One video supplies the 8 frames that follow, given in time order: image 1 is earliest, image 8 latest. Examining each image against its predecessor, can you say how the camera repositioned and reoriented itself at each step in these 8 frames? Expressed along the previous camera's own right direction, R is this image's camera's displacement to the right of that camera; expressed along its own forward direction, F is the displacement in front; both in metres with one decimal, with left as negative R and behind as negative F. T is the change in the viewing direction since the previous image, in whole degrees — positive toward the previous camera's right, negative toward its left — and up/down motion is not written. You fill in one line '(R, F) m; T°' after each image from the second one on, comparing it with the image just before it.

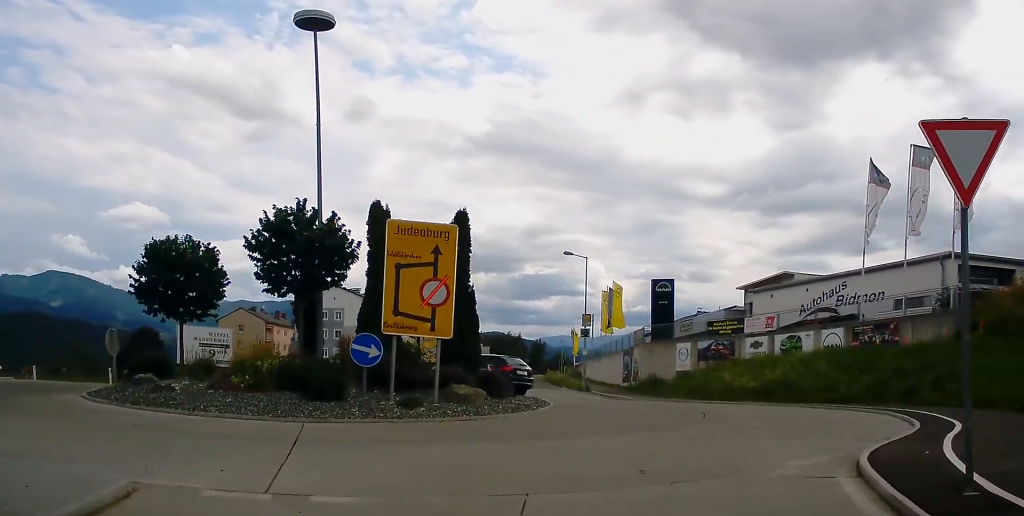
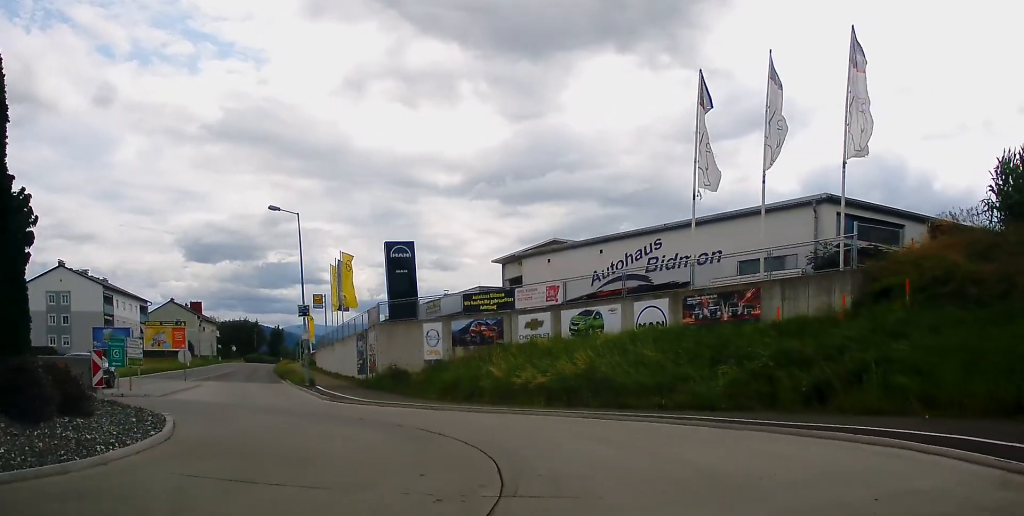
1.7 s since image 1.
(+1.3, +11.5) m; +7°
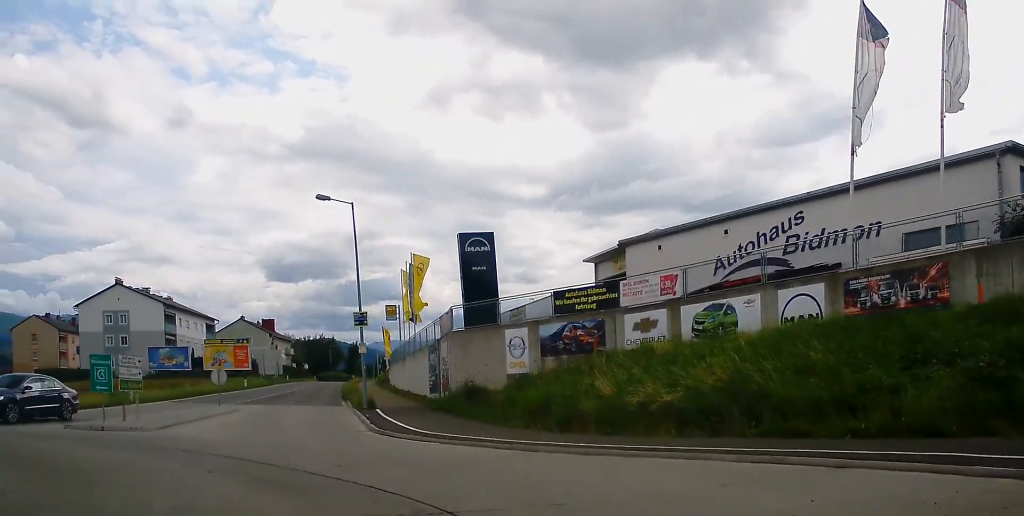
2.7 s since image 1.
(-0.1, +6.7) m; -7°
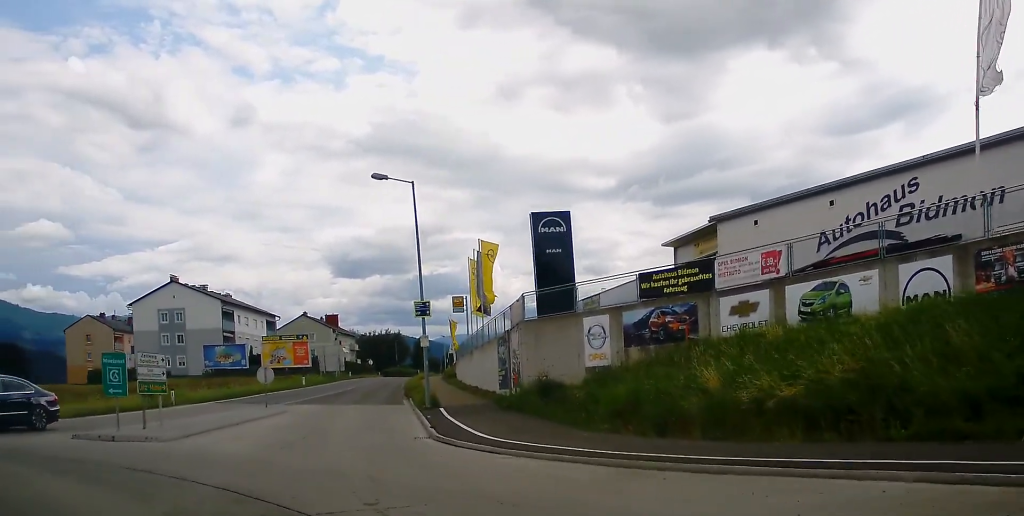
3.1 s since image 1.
(-0.2, +3.1) m; -5°
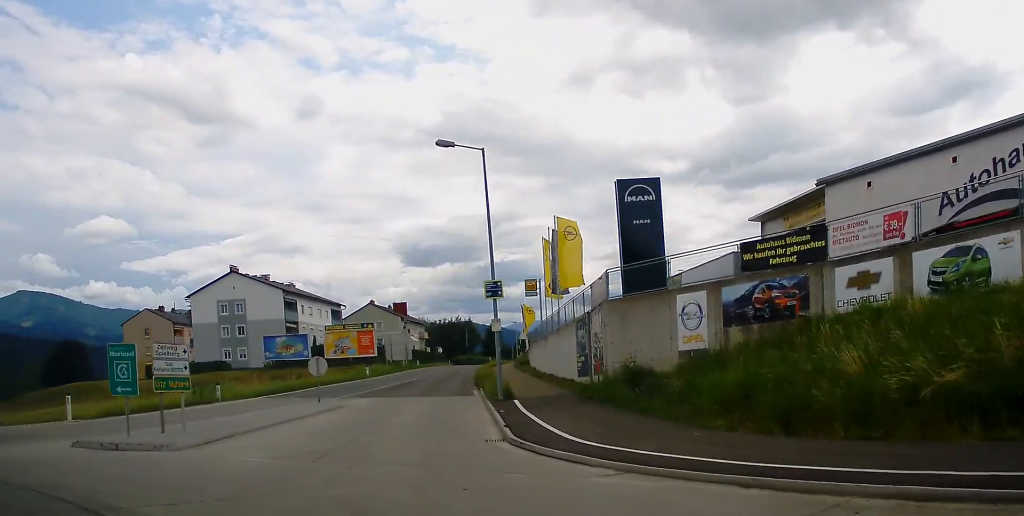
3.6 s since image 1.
(0.0, +3.1) m; -5°
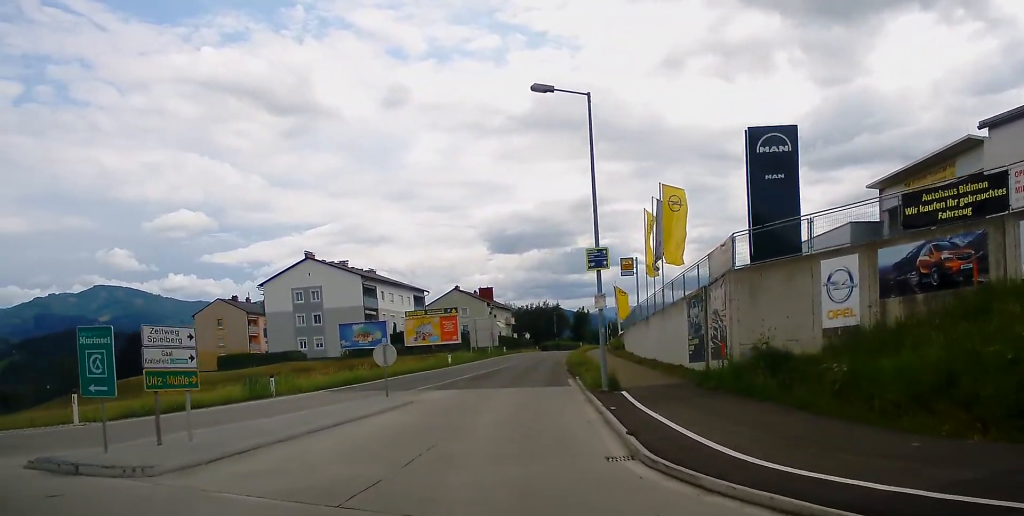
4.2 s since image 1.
(-0.3, +4.7) m; -3°
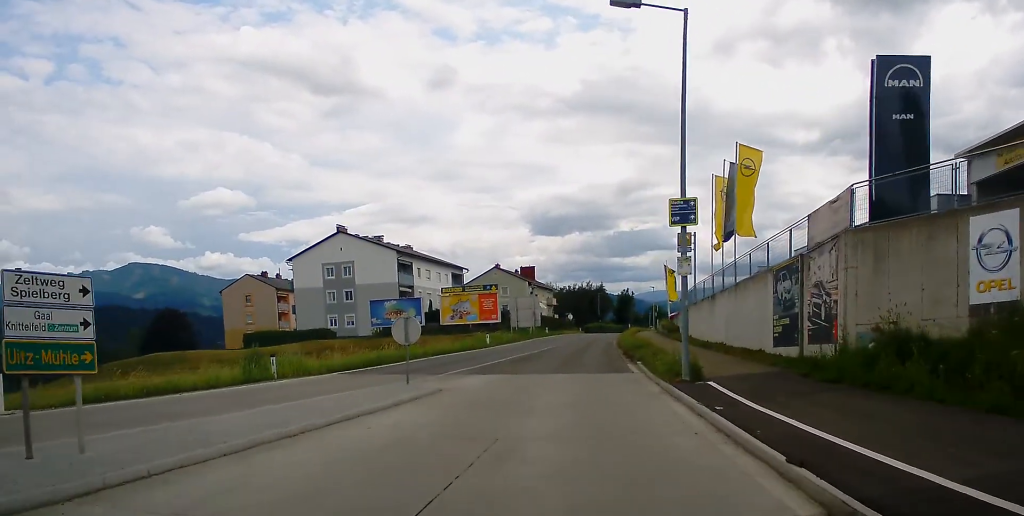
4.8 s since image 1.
(-0.1, +5.0) m; 0°
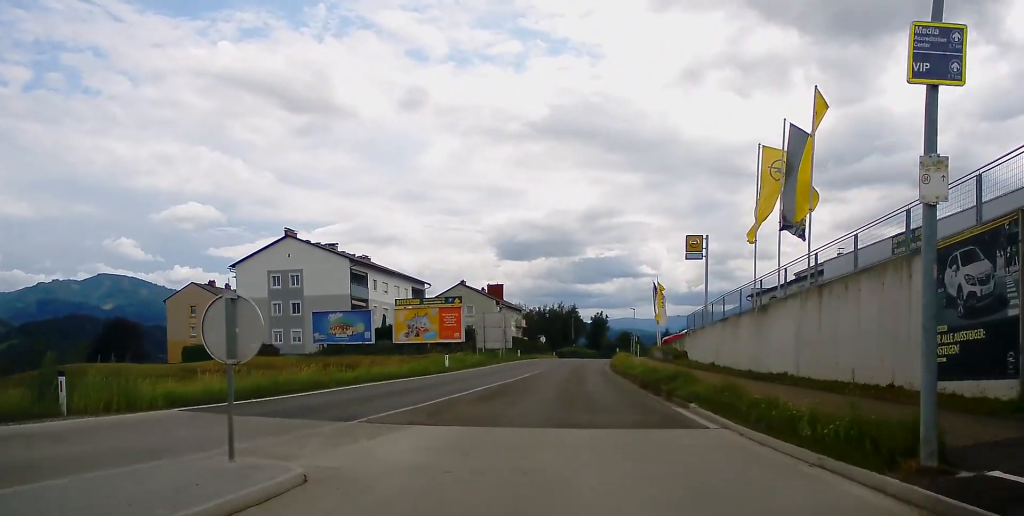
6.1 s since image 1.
(+0.5, +11.2) m; +5°
